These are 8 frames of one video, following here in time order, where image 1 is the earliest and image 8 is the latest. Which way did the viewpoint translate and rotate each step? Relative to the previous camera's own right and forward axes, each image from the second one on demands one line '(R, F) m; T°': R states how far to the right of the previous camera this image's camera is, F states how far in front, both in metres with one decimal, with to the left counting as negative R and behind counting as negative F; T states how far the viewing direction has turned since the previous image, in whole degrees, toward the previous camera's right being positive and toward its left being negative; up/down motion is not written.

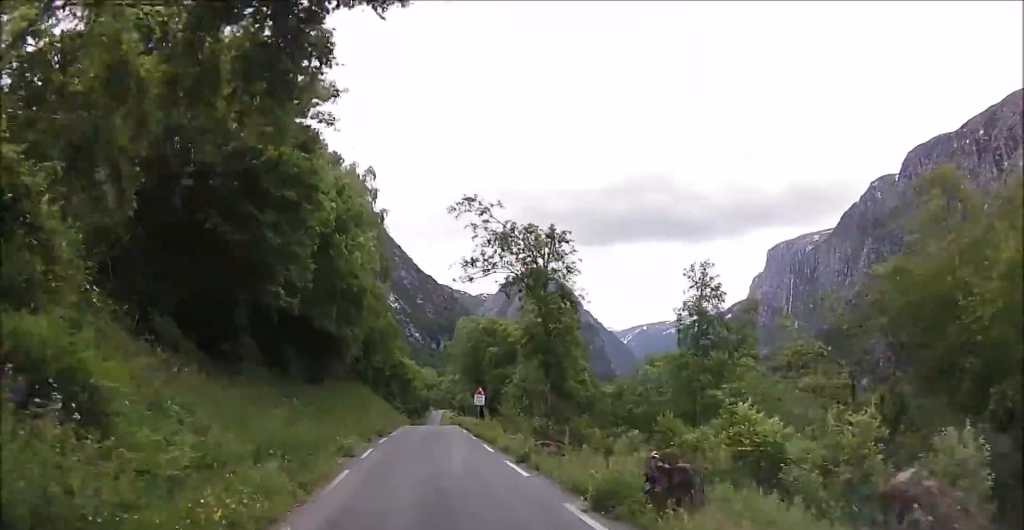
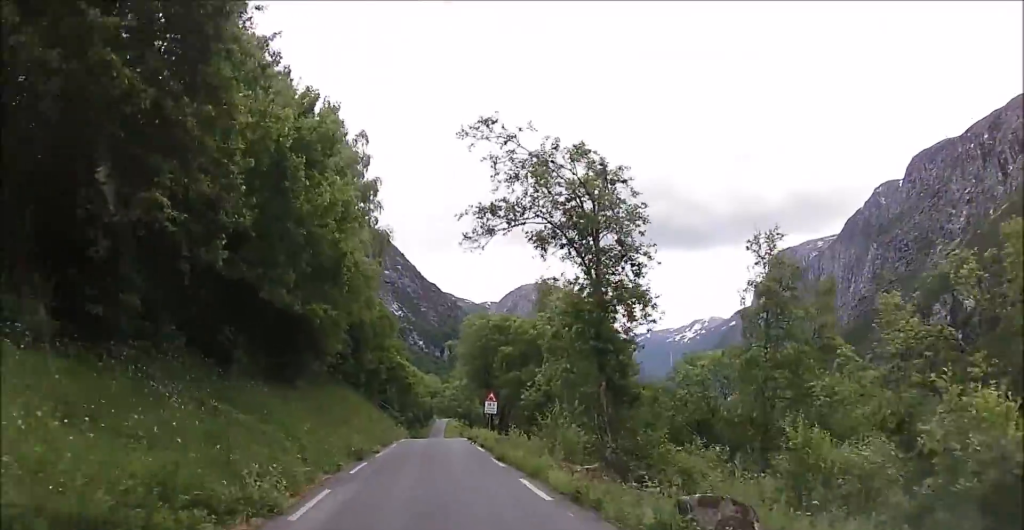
(-0.2, +8.4) m; -2°
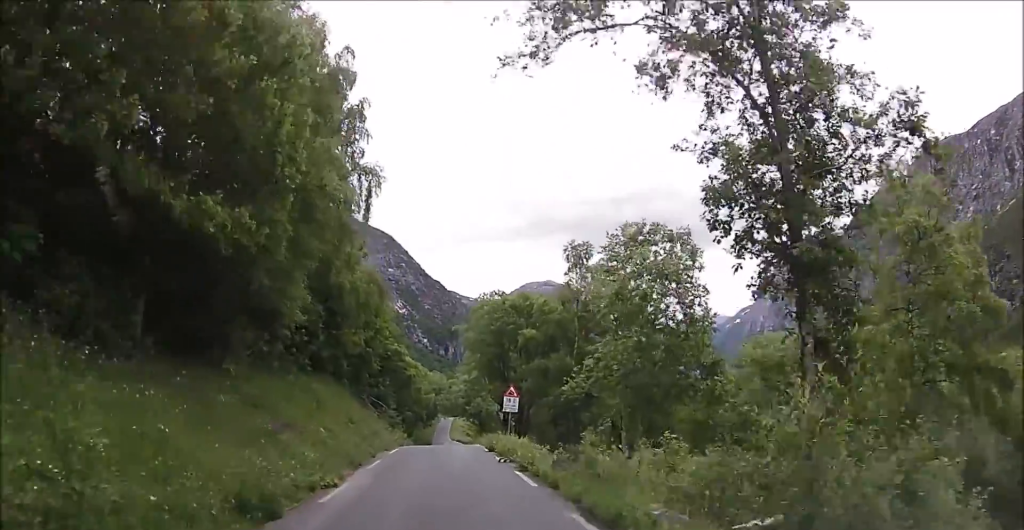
(0.0, +10.6) m; -1°
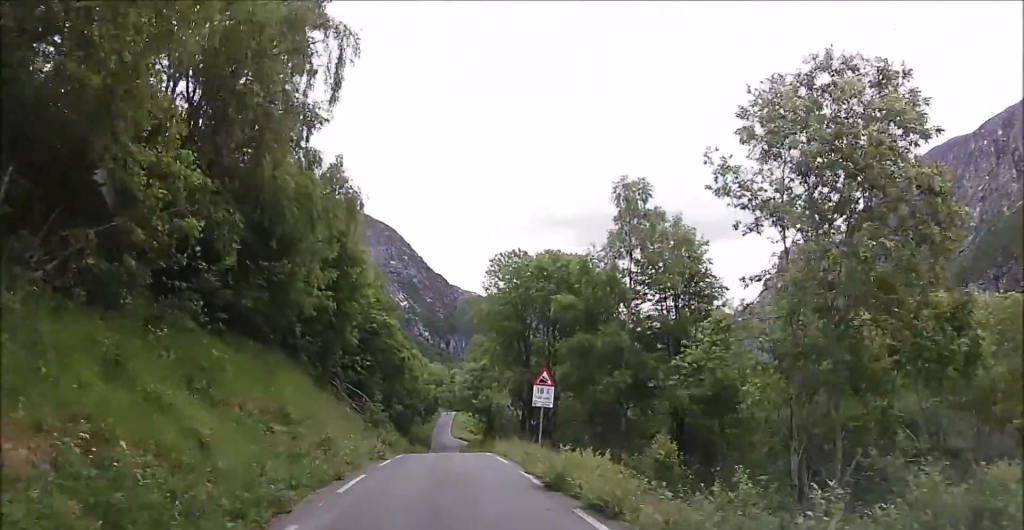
(-0.4, +11.7) m; -9°
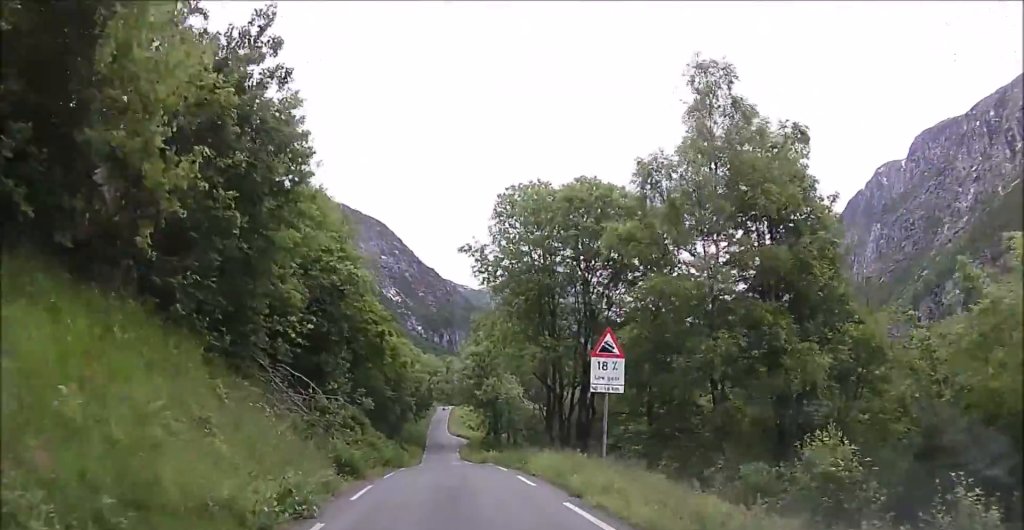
(-1.9, +9.3) m; -12°
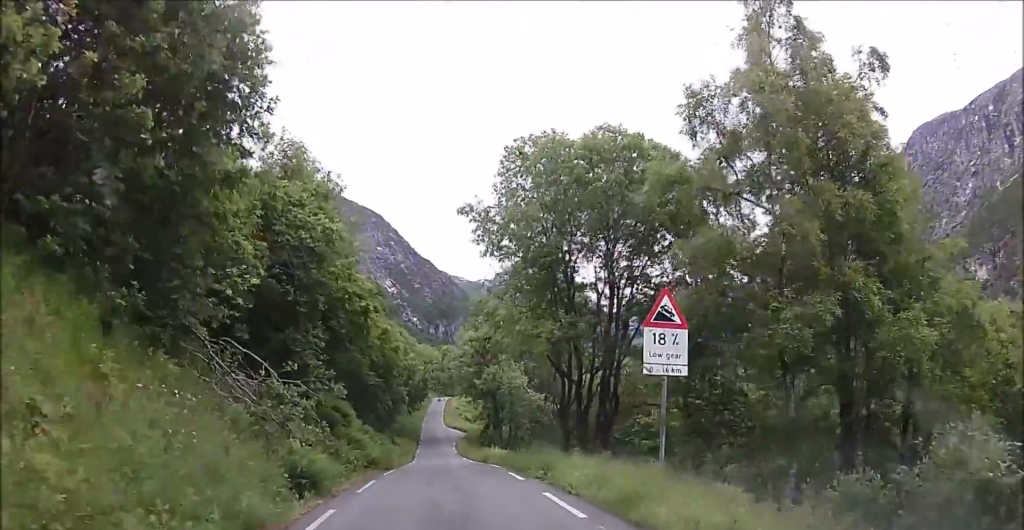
(-2.0, +3.2) m; +7°
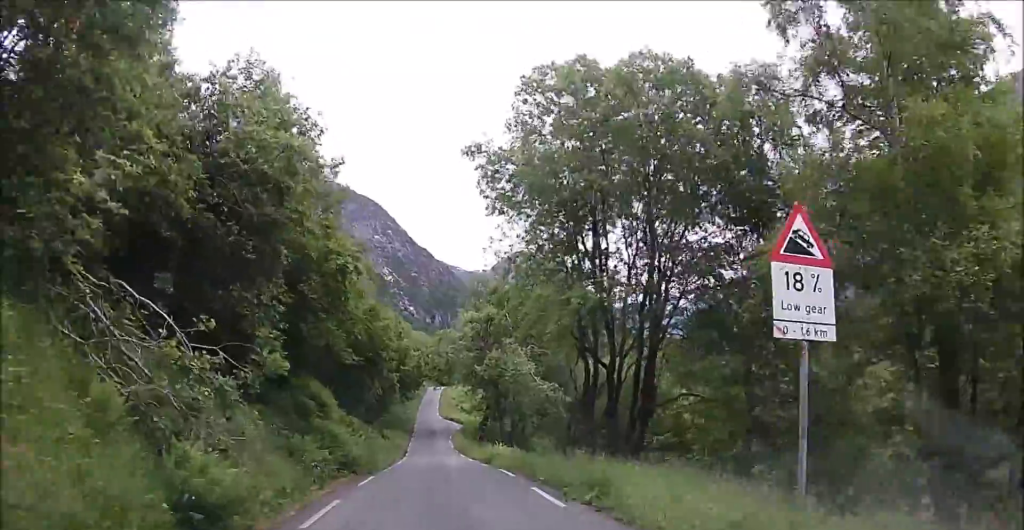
(+2.0, +5.0) m; +13°
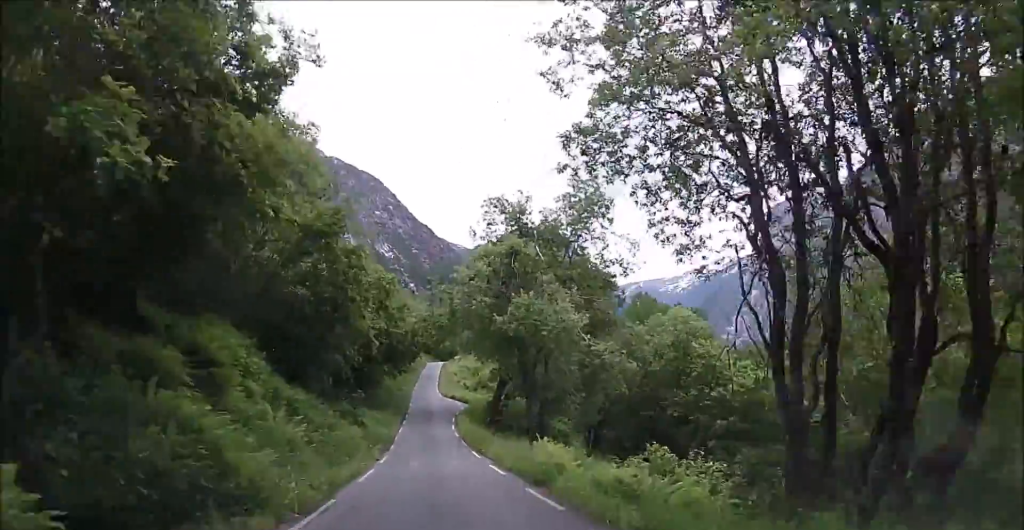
(+3.5, +14.3) m; +13°
